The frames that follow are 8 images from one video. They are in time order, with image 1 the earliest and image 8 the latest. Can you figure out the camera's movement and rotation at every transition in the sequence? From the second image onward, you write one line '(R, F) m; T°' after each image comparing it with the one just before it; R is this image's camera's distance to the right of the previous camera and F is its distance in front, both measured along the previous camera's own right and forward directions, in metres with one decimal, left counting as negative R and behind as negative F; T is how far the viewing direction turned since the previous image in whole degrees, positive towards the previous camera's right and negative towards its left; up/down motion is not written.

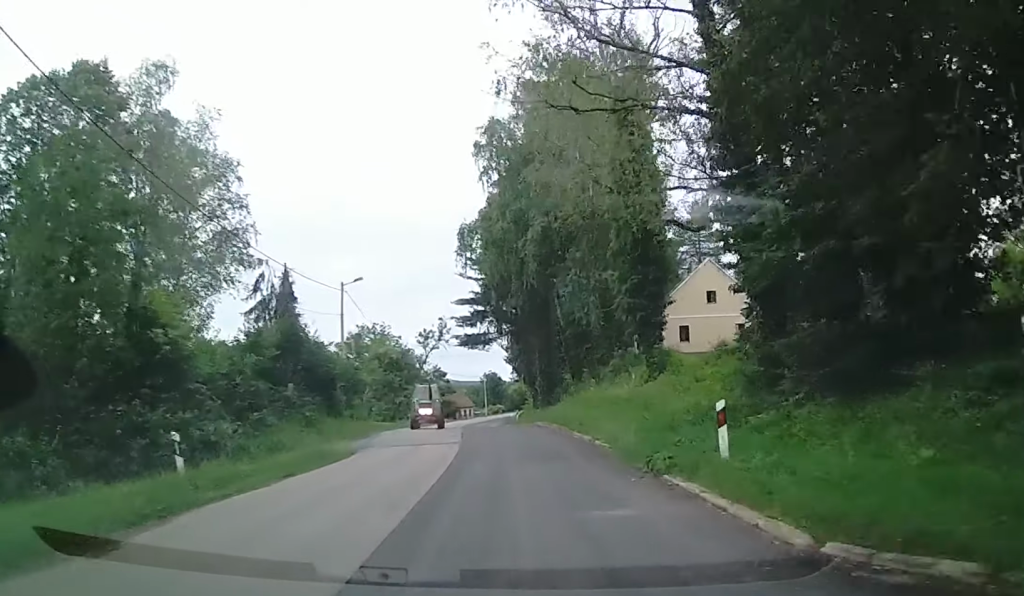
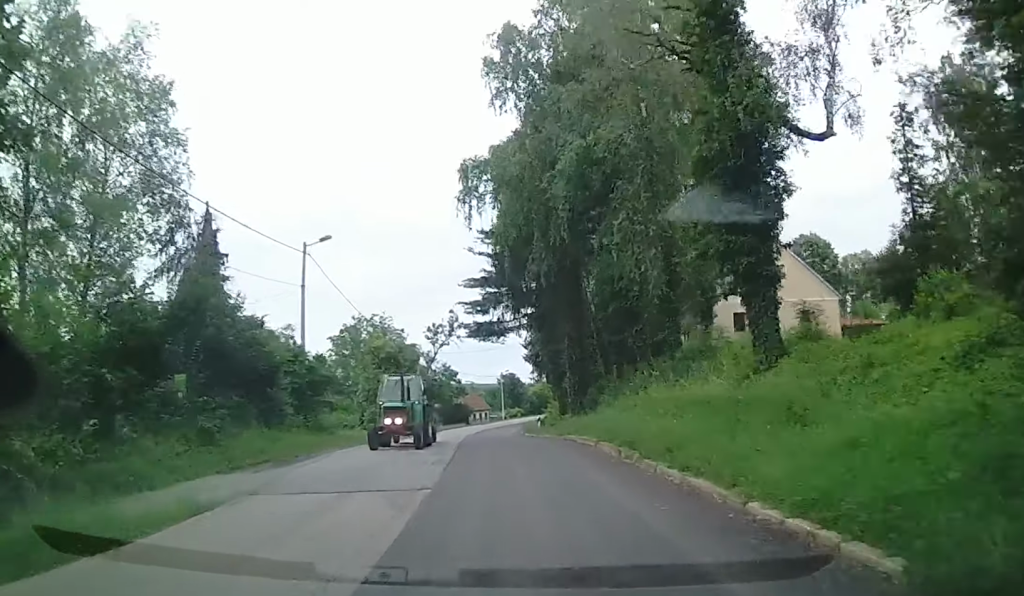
(0.0, +10.7) m; -1°
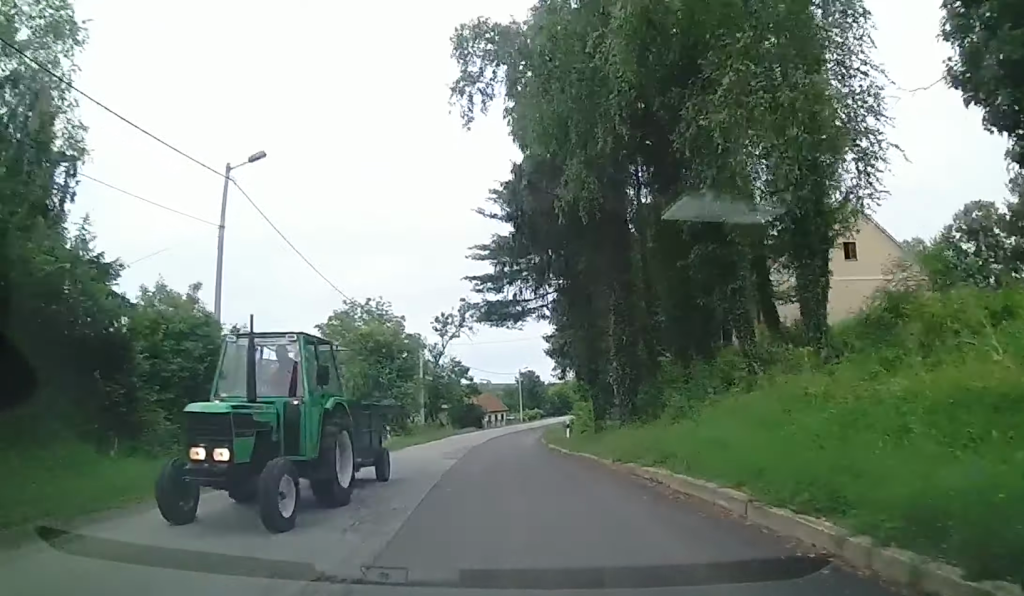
(+0.4, +10.5) m; -2°
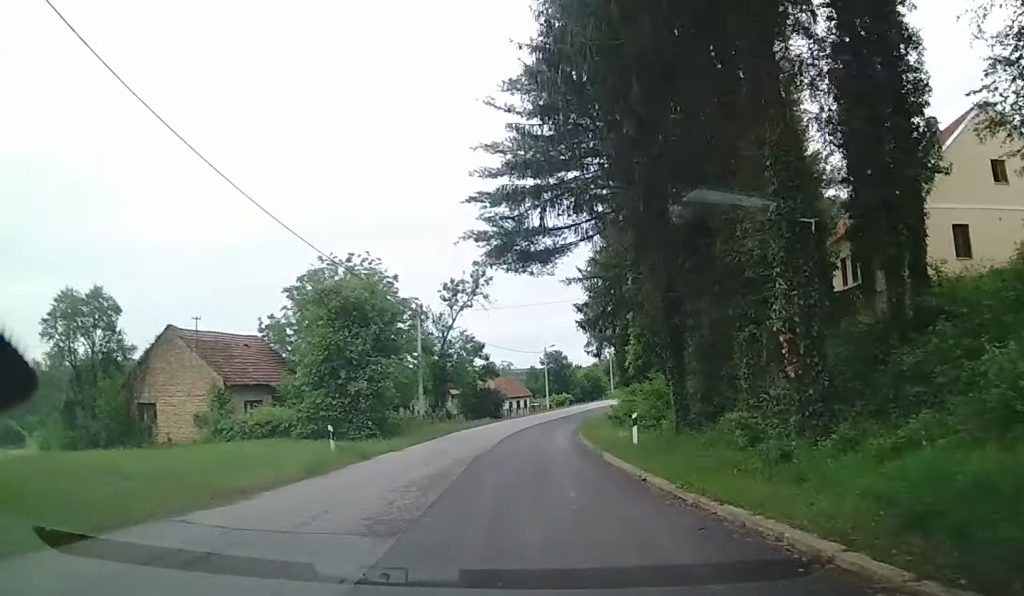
(-0.8, +13.2) m; -1°
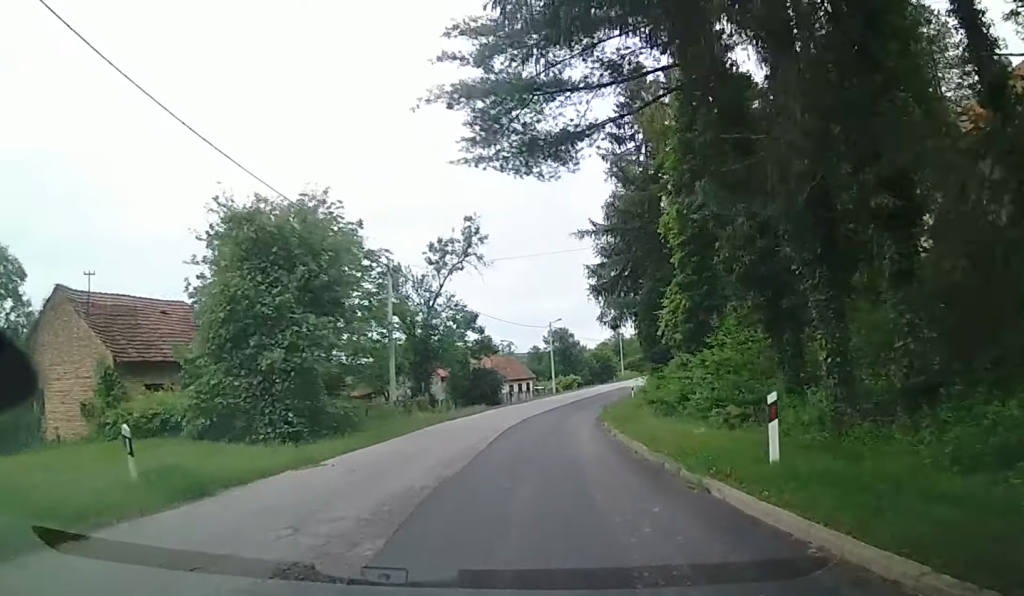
(+0.1, +10.4) m; +2°
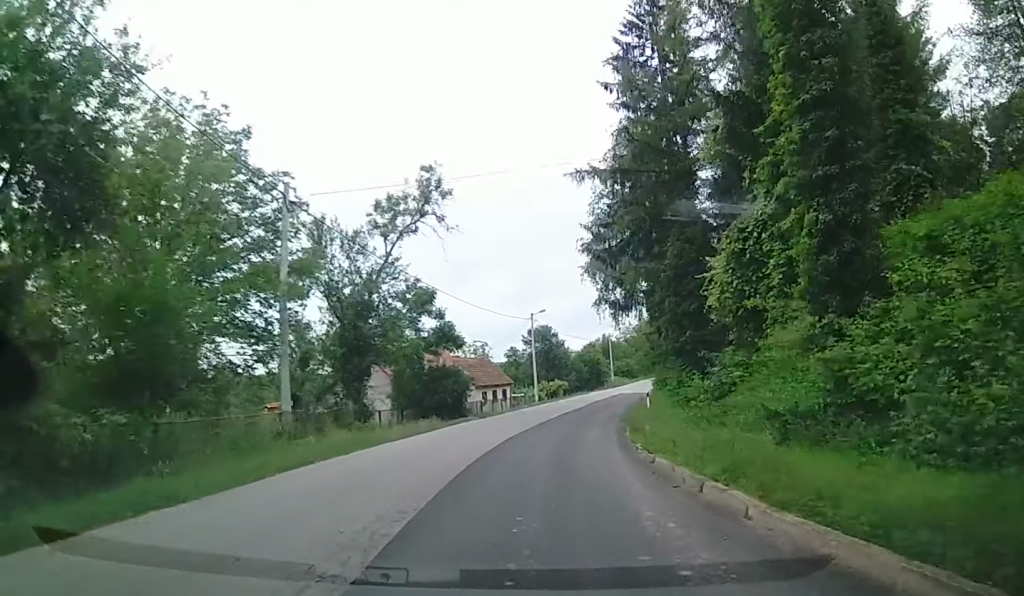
(+0.4, +12.8) m; +4°
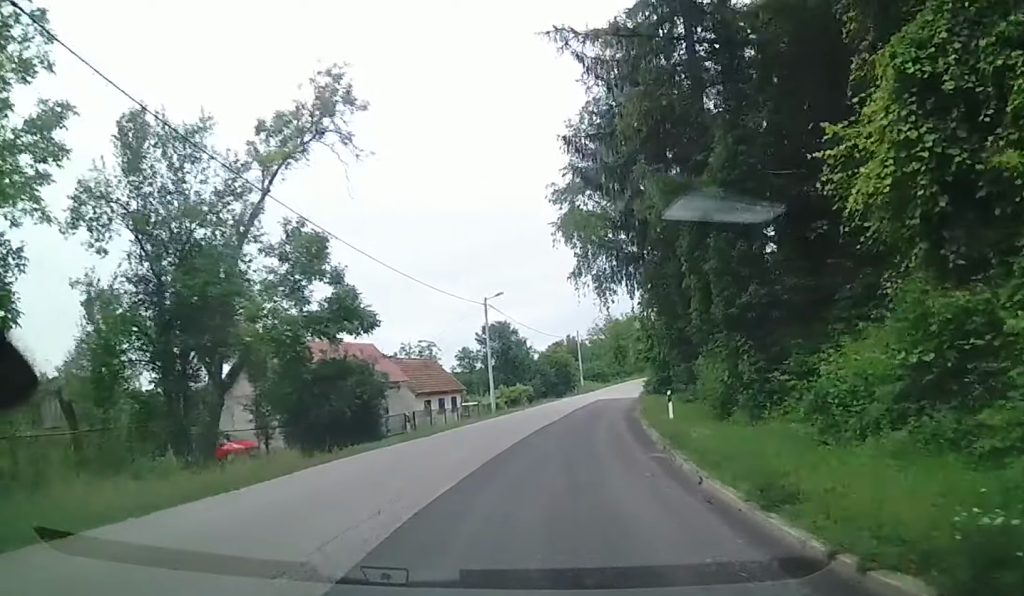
(+0.4, +12.9) m; +4°
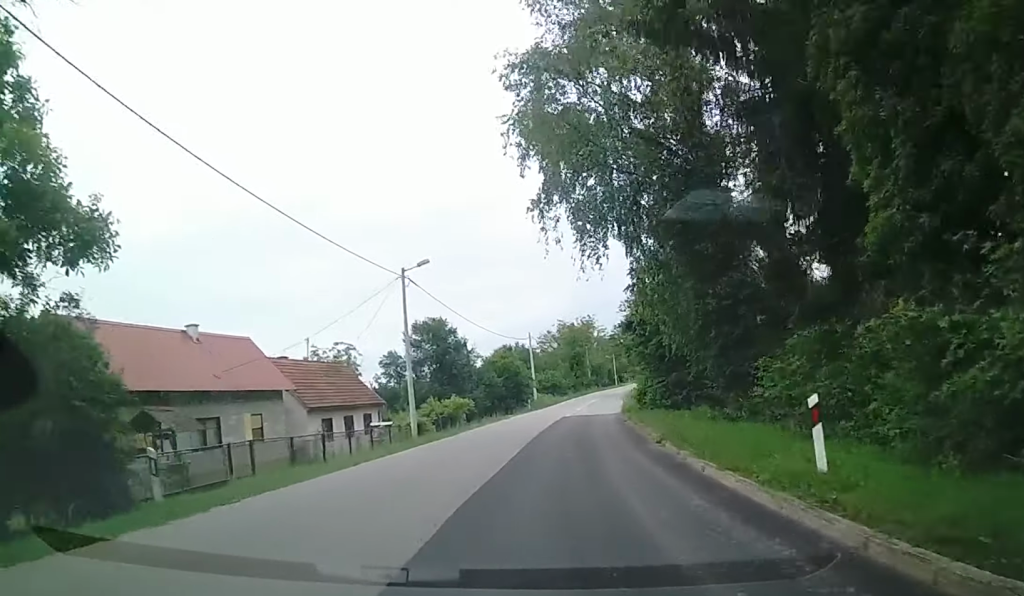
(+0.6, +13.7) m; +3°
